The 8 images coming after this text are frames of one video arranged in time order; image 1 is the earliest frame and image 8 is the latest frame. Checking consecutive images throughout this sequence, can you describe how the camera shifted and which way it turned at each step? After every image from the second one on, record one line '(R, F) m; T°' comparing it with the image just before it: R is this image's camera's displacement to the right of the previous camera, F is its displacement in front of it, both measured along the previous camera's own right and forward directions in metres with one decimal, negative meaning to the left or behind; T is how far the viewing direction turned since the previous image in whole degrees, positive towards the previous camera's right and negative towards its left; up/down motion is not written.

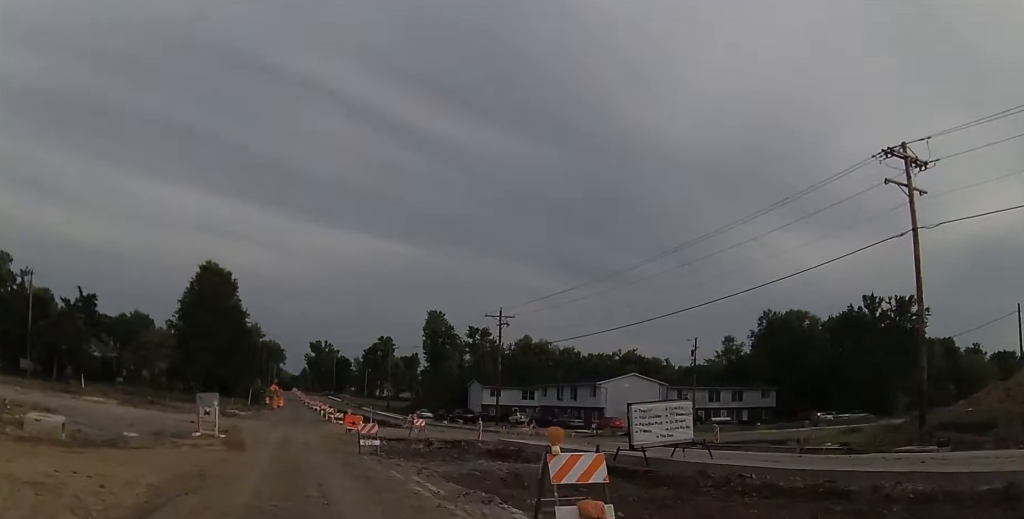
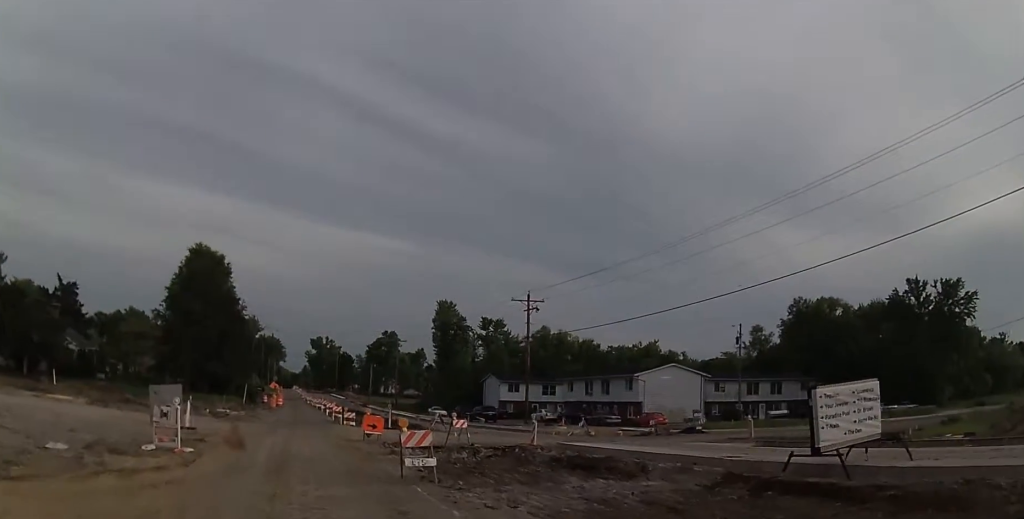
(-0.1, +8.8) m; -2°
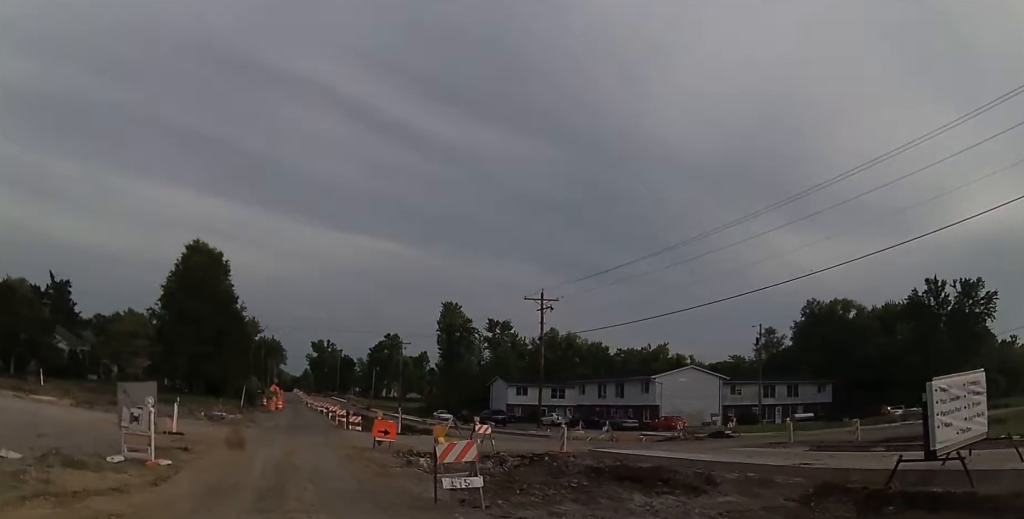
(-0.1, +3.4) m; -1°
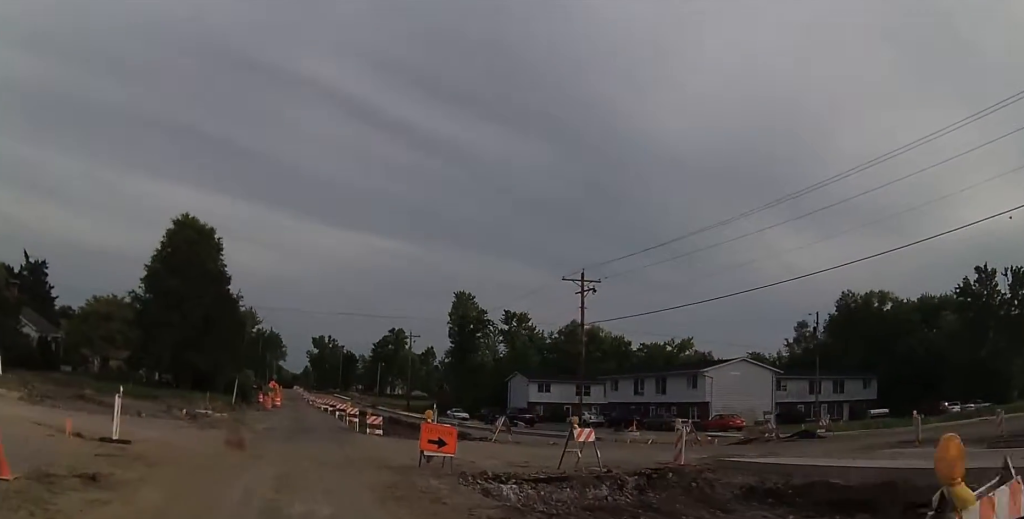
(0.0, +8.5) m; +1°
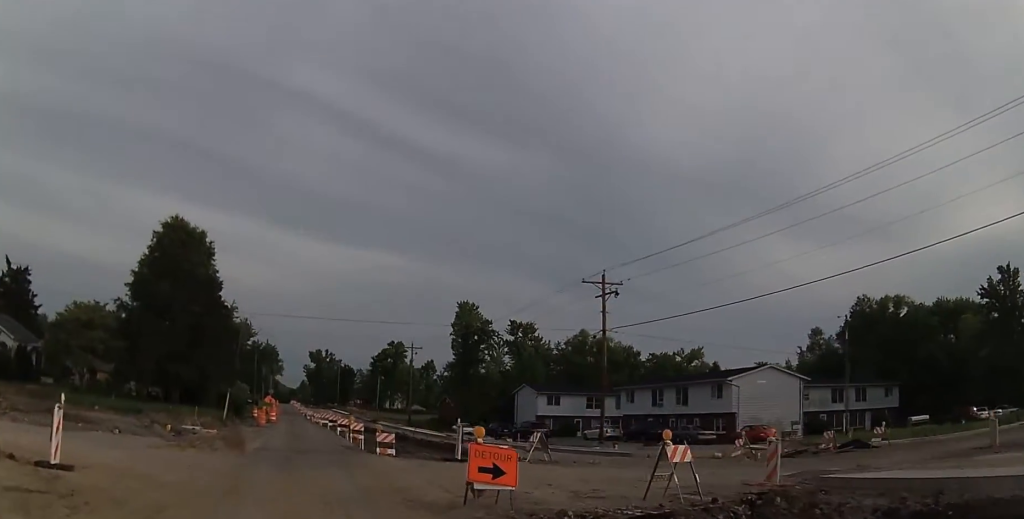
(-0.1, +4.1) m; +2°
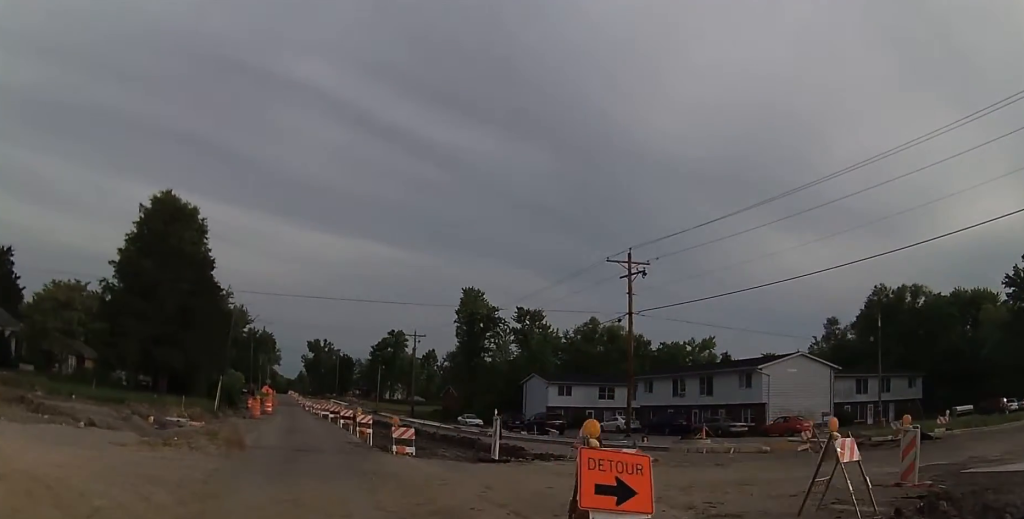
(+0.2, +4.6) m; 0°
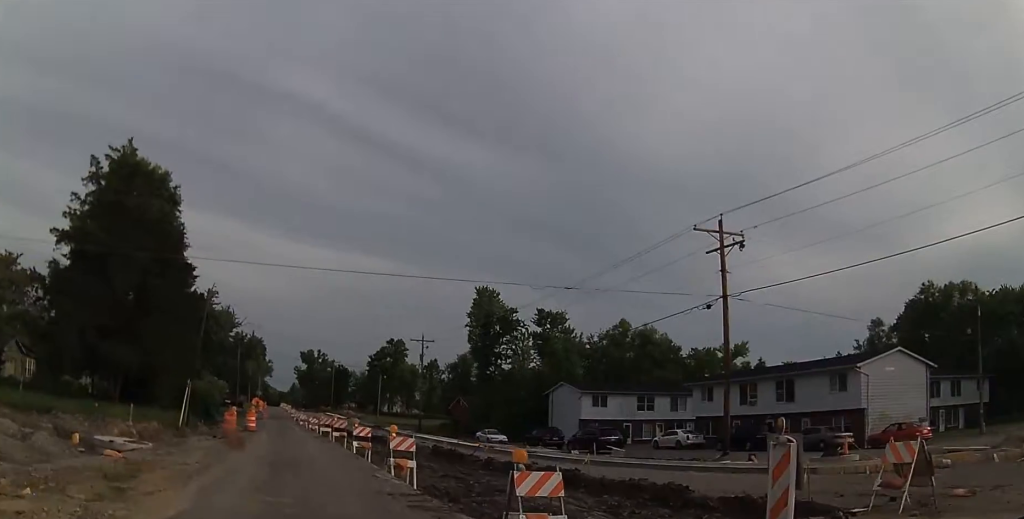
(-0.2, +10.9) m; 0°
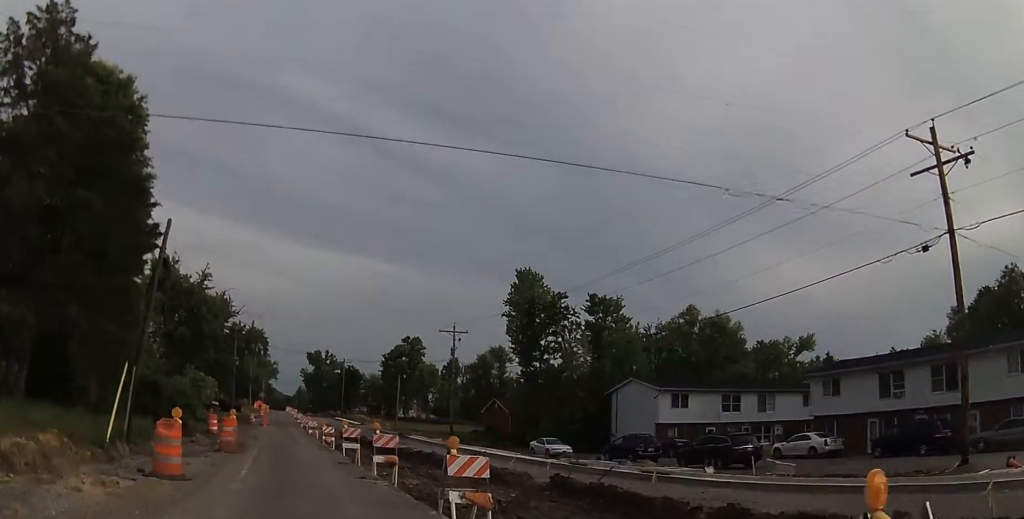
(0.0, +13.0) m; -3°
